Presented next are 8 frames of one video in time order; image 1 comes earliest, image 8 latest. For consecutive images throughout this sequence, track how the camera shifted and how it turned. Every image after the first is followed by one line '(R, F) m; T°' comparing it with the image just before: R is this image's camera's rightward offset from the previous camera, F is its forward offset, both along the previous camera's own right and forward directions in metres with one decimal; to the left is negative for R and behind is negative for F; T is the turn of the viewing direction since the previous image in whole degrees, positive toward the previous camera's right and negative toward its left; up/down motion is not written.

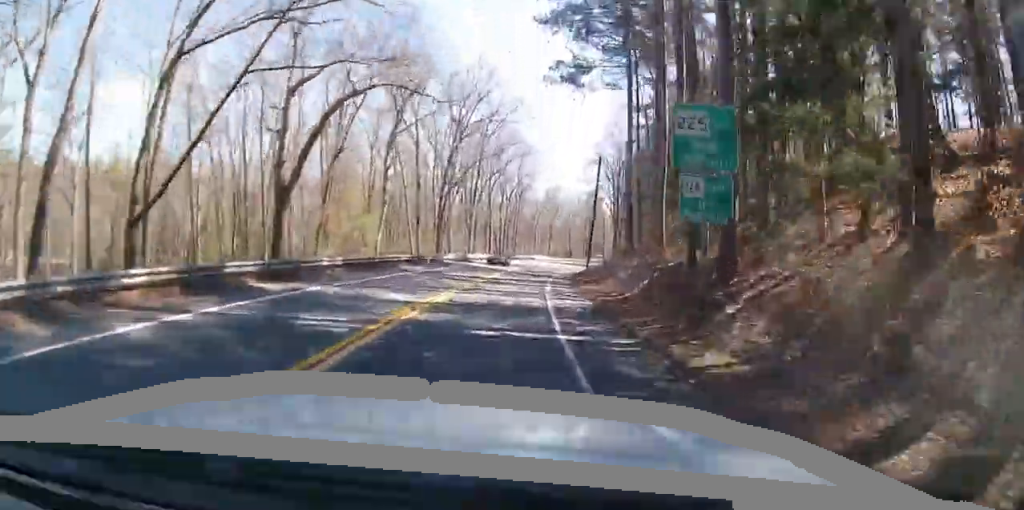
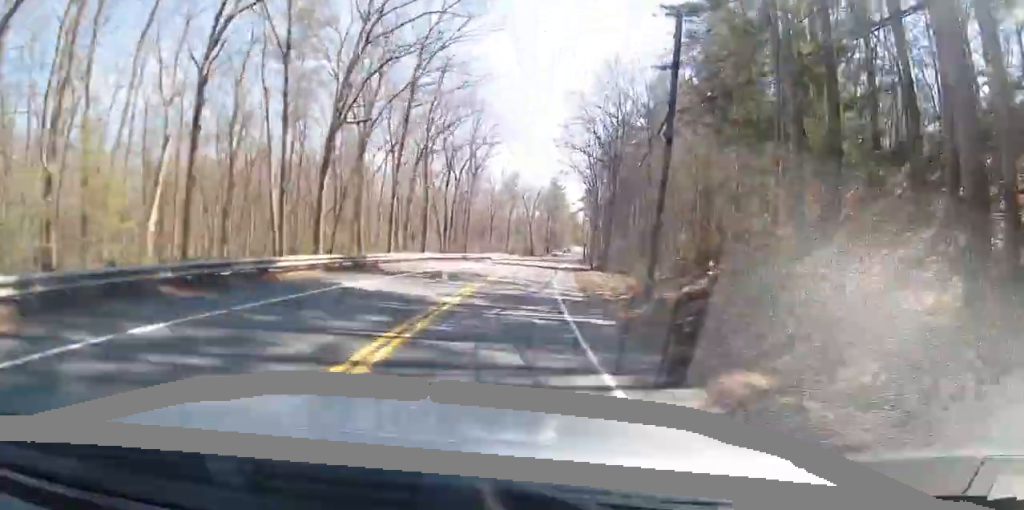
(0.0, +27.7) m; +1°
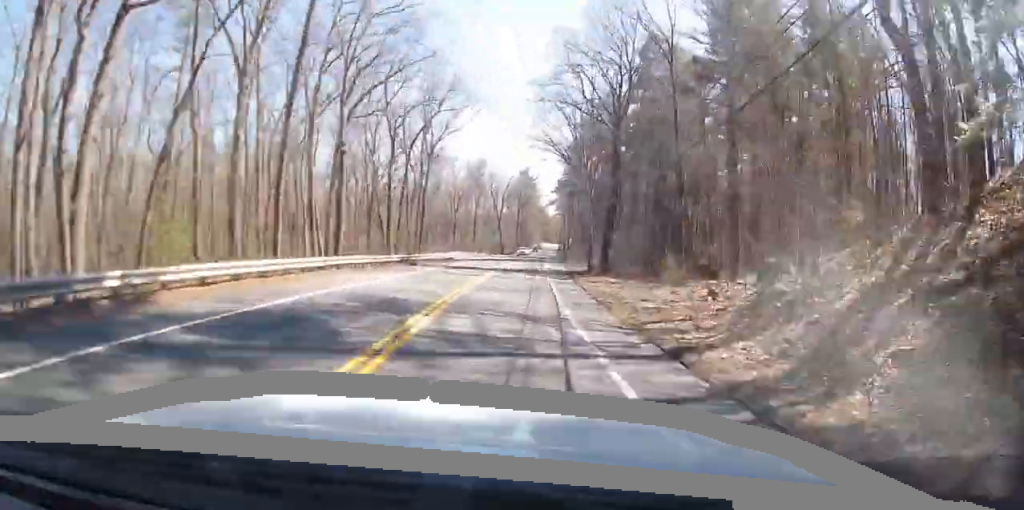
(+0.4, +17.5) m; +3°
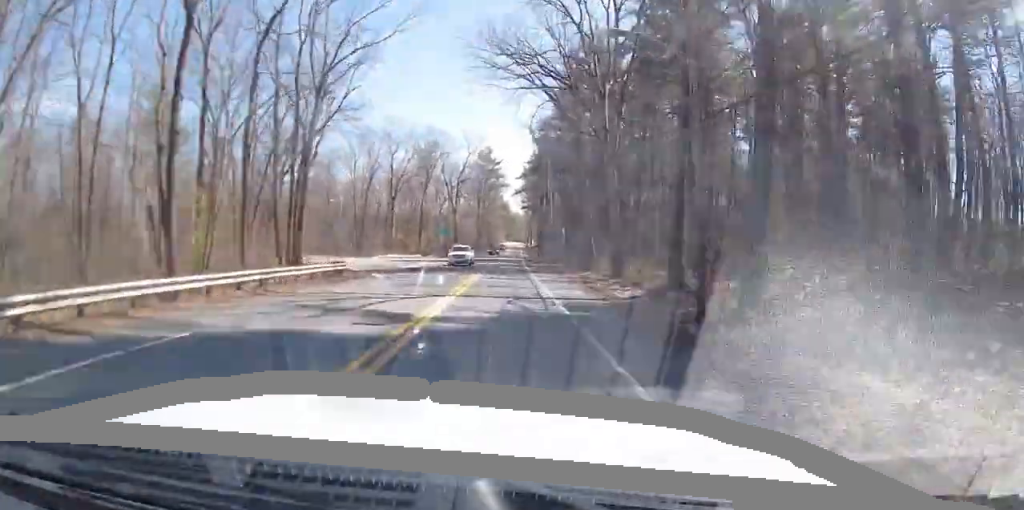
(+1.7, +30.9) m; +7°
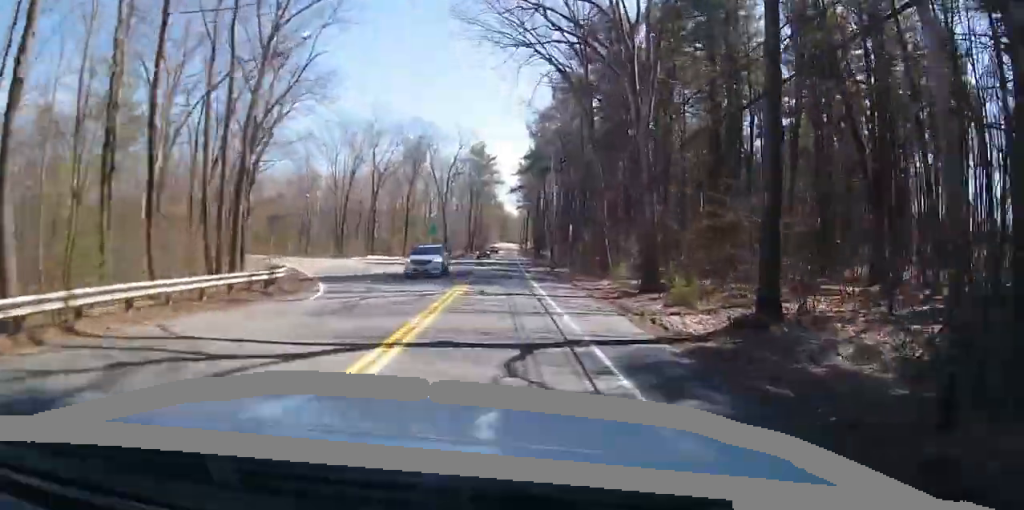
(+0.3, +8.8) m; +1°
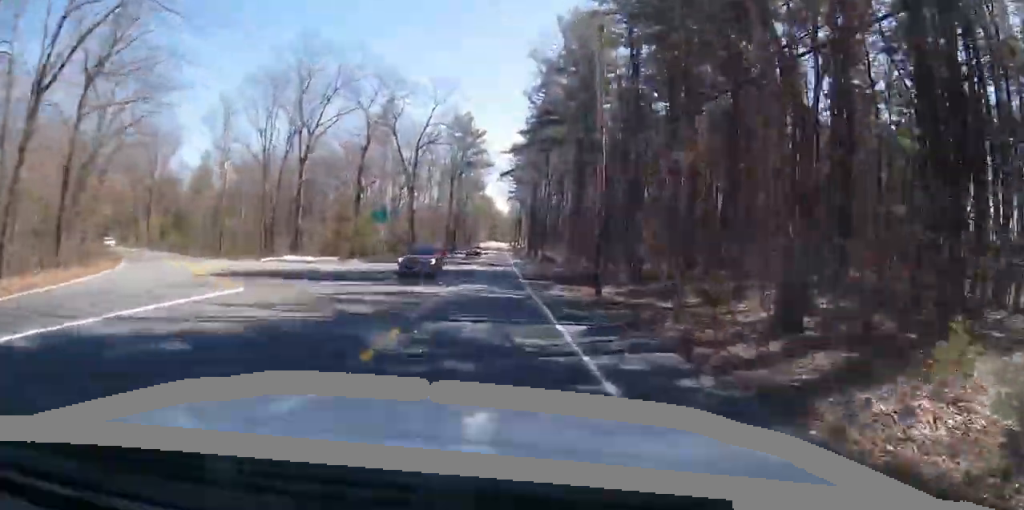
(+0.4, +26.7) m; +3°
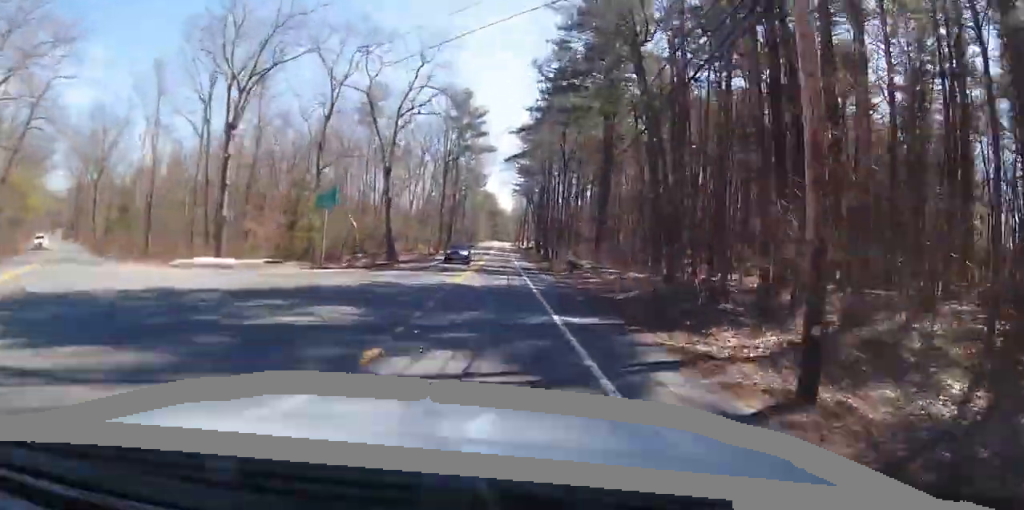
(+0.5, +16.0) m; +1°
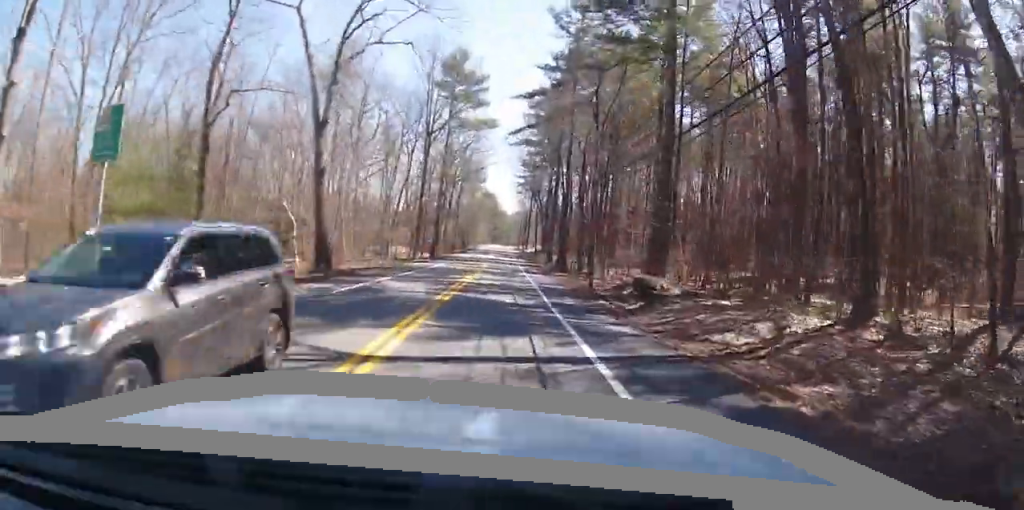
(-0.1, +21.0) m; +1°
